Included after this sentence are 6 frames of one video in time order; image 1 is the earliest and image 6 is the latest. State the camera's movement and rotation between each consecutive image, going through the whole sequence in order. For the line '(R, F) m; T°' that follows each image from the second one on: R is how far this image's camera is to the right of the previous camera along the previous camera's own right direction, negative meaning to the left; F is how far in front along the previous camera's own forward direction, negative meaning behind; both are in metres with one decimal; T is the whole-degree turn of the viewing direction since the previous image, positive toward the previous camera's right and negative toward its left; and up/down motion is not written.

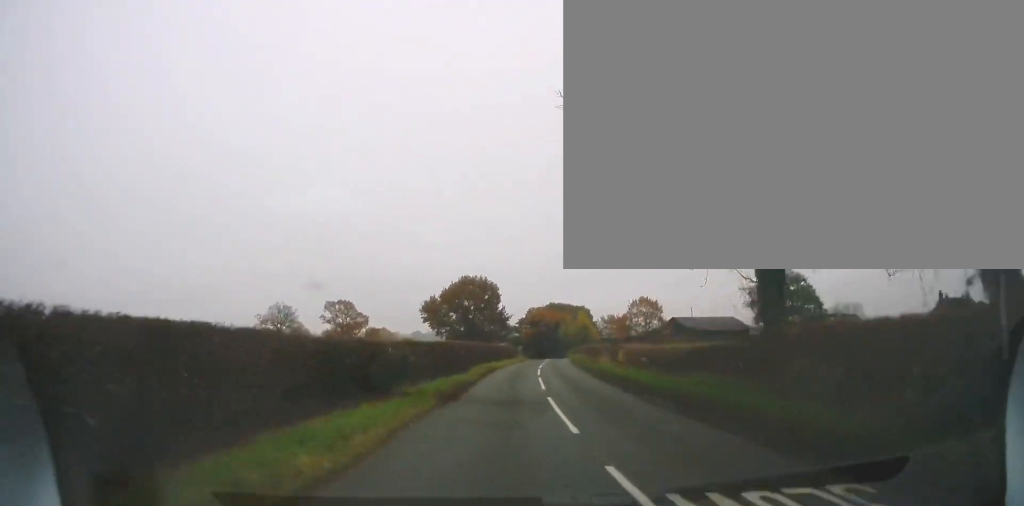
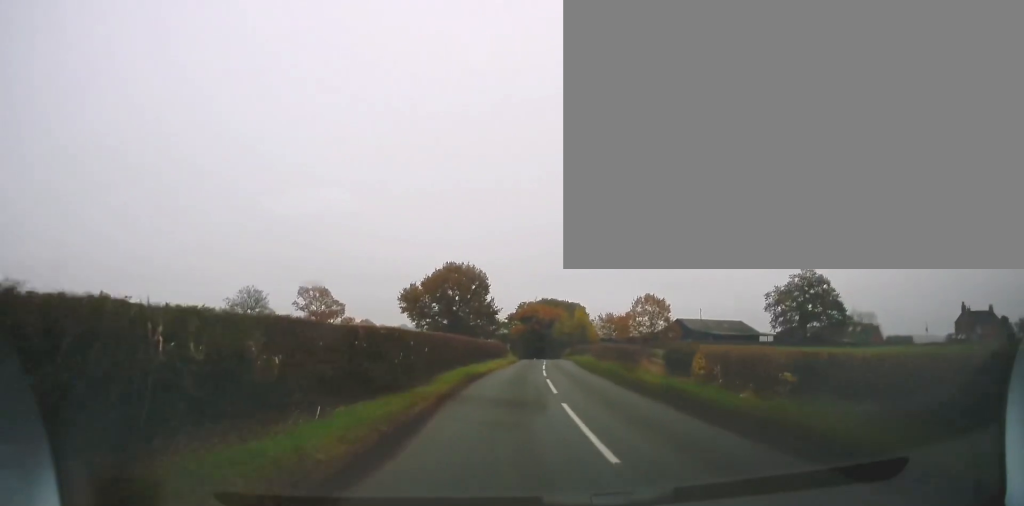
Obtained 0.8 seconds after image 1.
(+0.2, +11.7) m; +1°
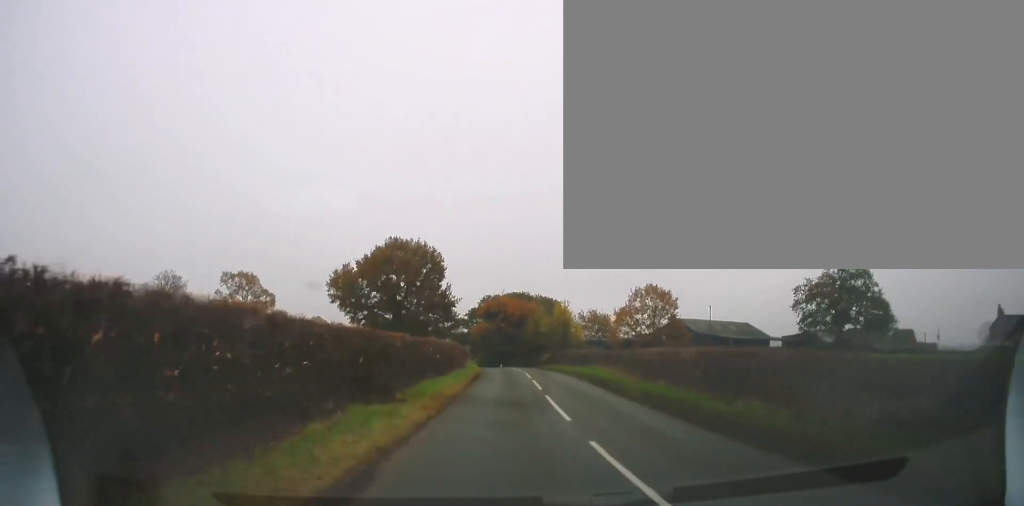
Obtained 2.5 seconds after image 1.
(-0.1, +23.2) m; +3°
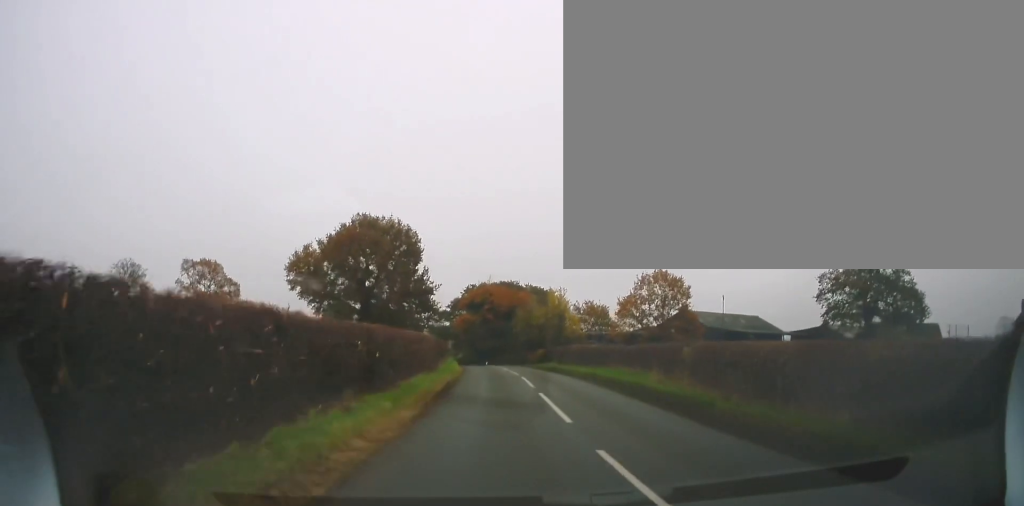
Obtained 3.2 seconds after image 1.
(+0.8, +9.9) m; +2°
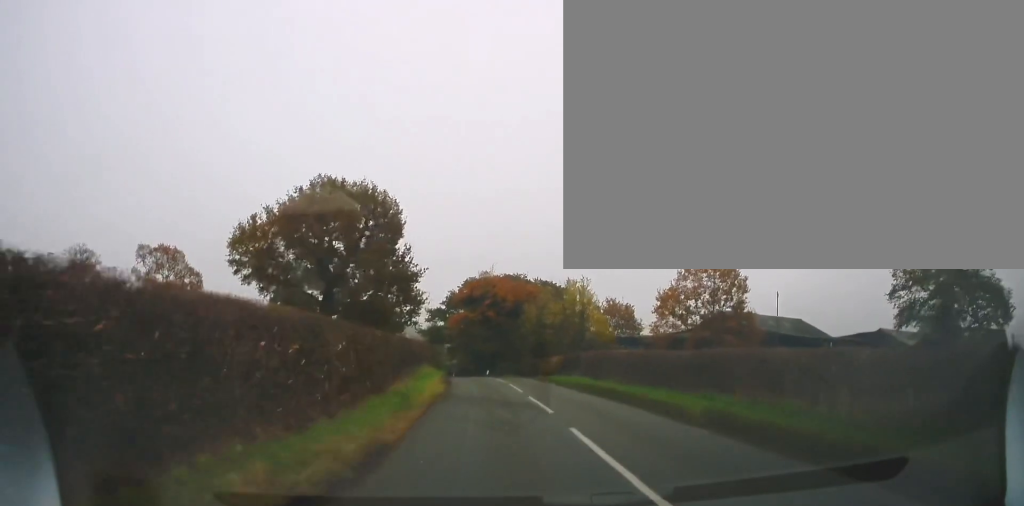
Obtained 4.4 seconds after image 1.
(-0.2, +15.6) m; 0°
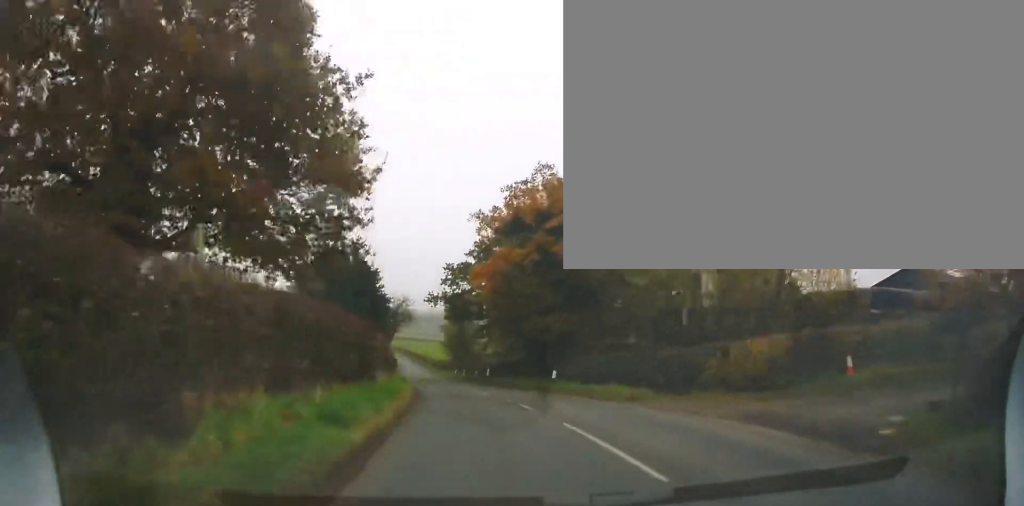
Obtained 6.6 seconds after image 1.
(-0.4, +31.3) m; -5°
